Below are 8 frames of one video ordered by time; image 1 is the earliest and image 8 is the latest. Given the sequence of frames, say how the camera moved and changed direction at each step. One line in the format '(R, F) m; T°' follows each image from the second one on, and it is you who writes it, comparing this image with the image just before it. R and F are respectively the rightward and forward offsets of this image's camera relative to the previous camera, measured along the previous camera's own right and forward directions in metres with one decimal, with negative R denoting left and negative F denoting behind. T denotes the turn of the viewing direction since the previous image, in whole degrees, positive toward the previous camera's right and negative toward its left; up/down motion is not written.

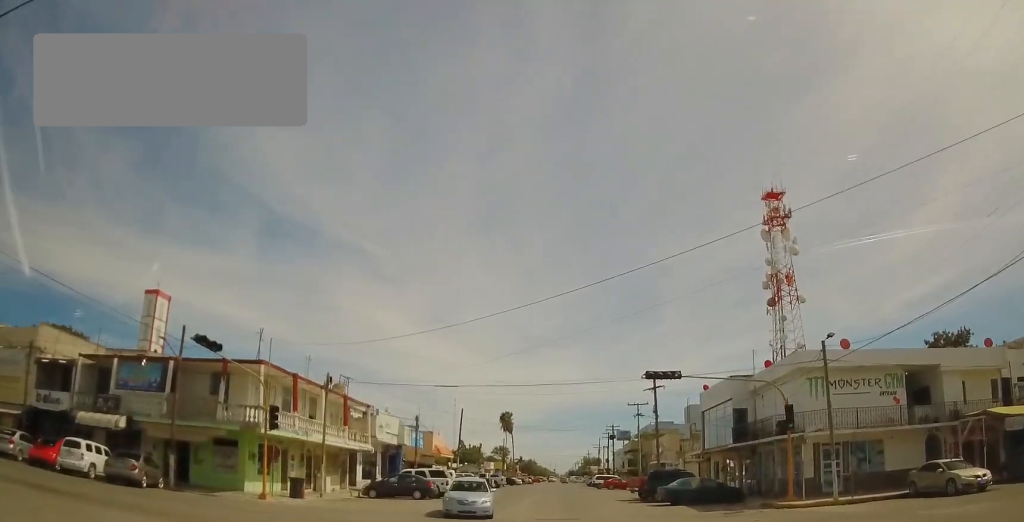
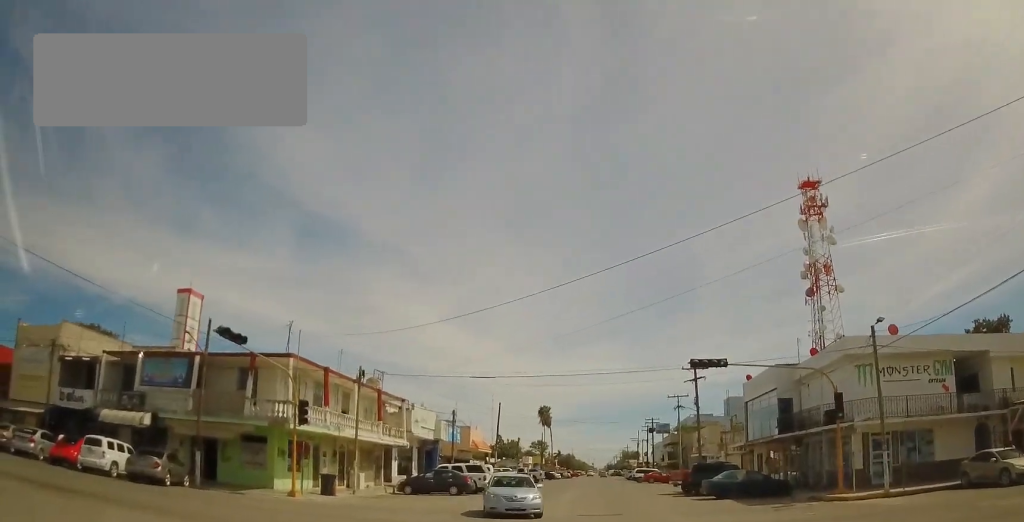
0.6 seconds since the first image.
(-0.2, +0.7) m; 0°
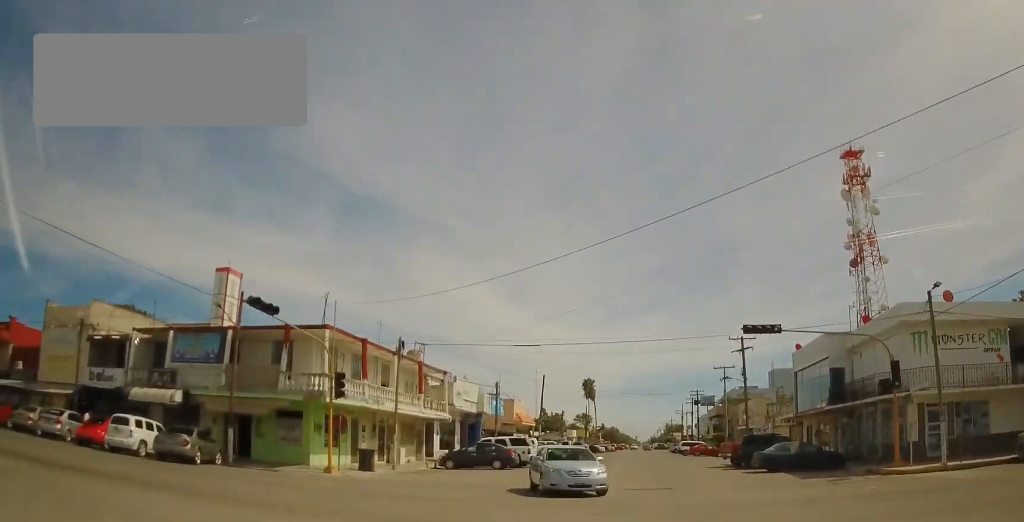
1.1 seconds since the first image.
(0.0, +0.7) m; 0°
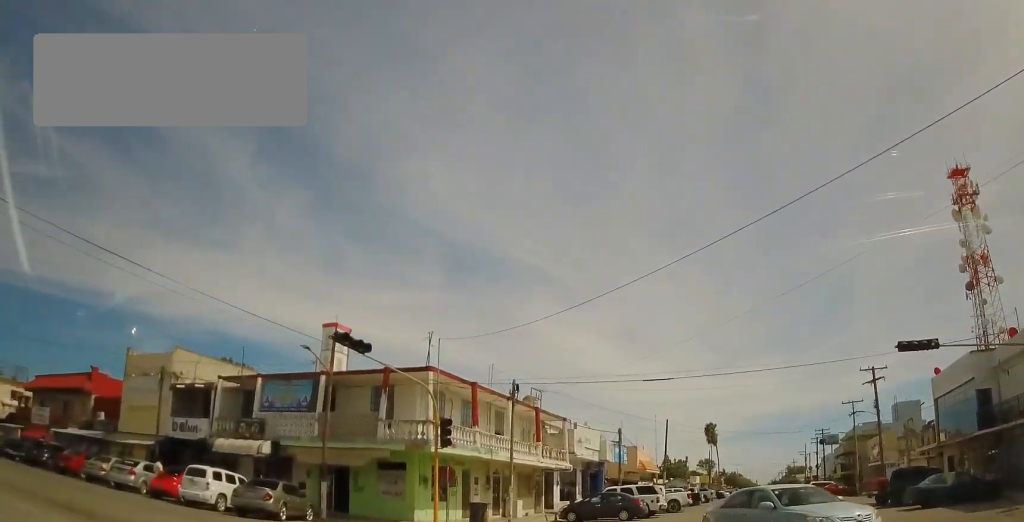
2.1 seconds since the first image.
(0.0, +2.2) m; -9°
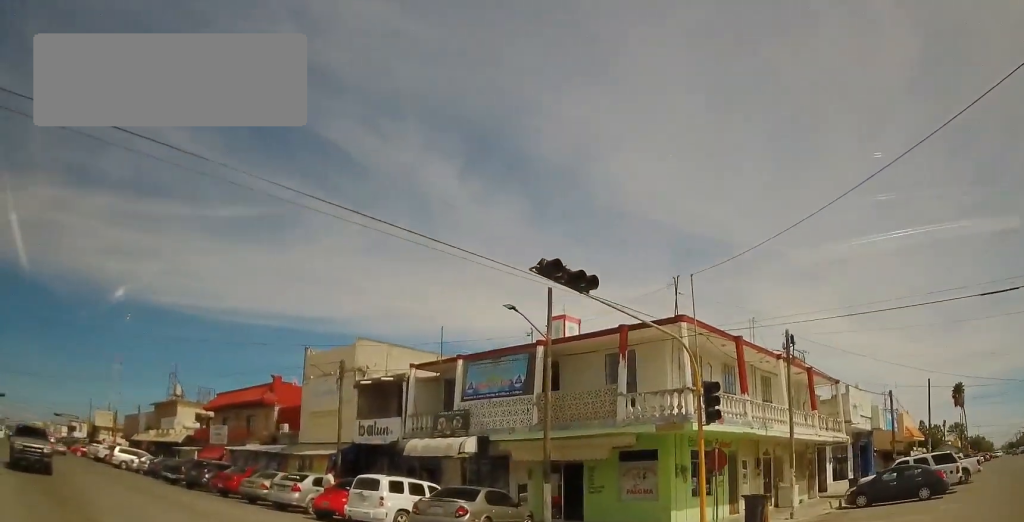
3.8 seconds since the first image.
(-1.6, +4.9) m; -34°
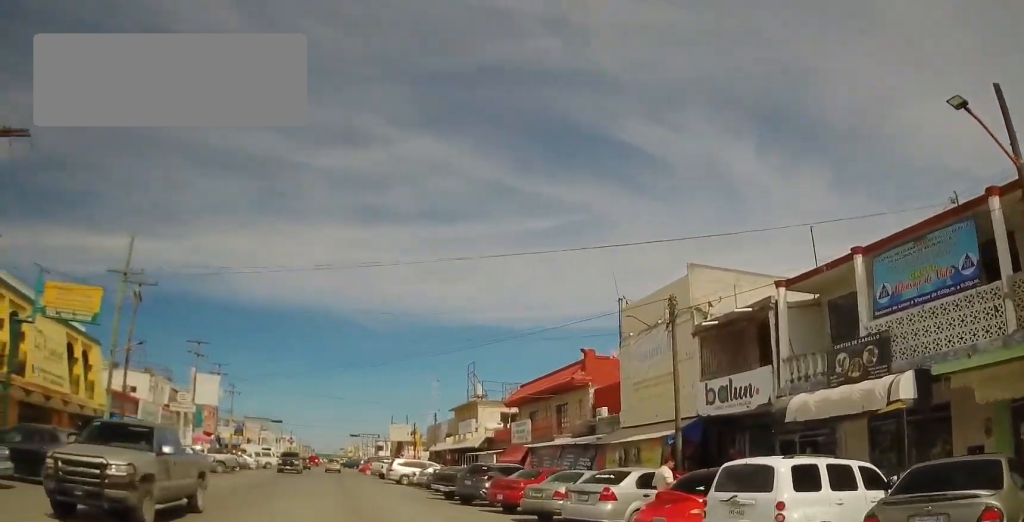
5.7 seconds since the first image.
(-1.5, +7.4) m; -20°
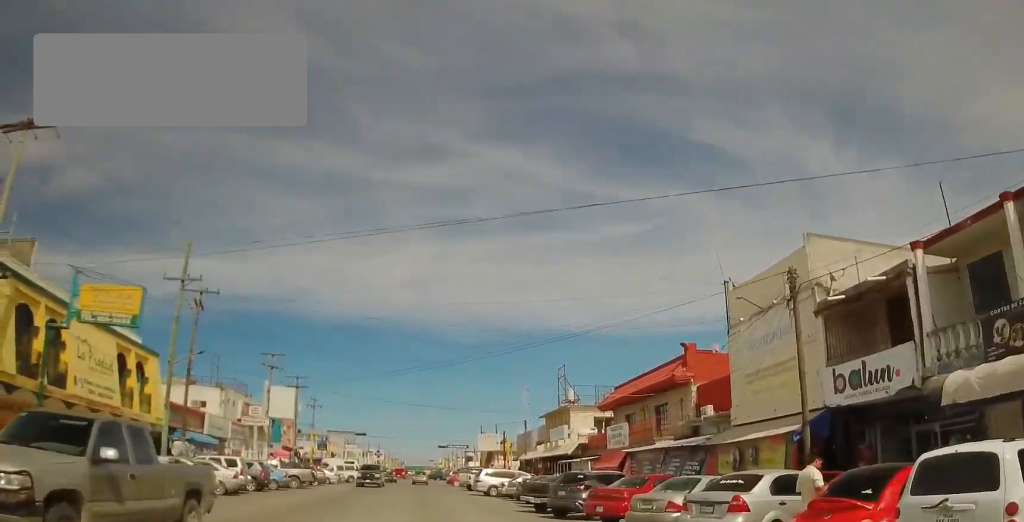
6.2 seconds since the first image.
(+0.2, +2.1) m; -8°
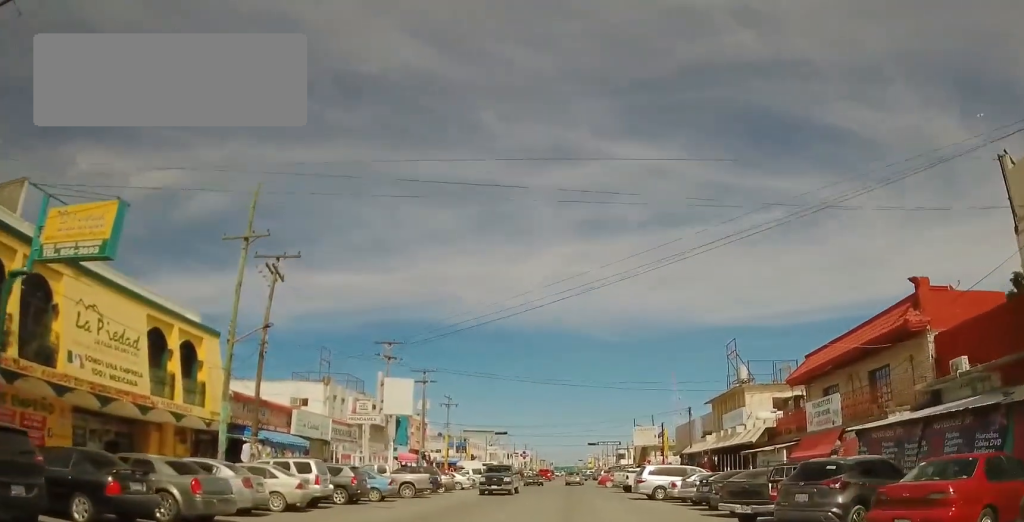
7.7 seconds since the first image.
(-1.7, +6.4) m; -20°
